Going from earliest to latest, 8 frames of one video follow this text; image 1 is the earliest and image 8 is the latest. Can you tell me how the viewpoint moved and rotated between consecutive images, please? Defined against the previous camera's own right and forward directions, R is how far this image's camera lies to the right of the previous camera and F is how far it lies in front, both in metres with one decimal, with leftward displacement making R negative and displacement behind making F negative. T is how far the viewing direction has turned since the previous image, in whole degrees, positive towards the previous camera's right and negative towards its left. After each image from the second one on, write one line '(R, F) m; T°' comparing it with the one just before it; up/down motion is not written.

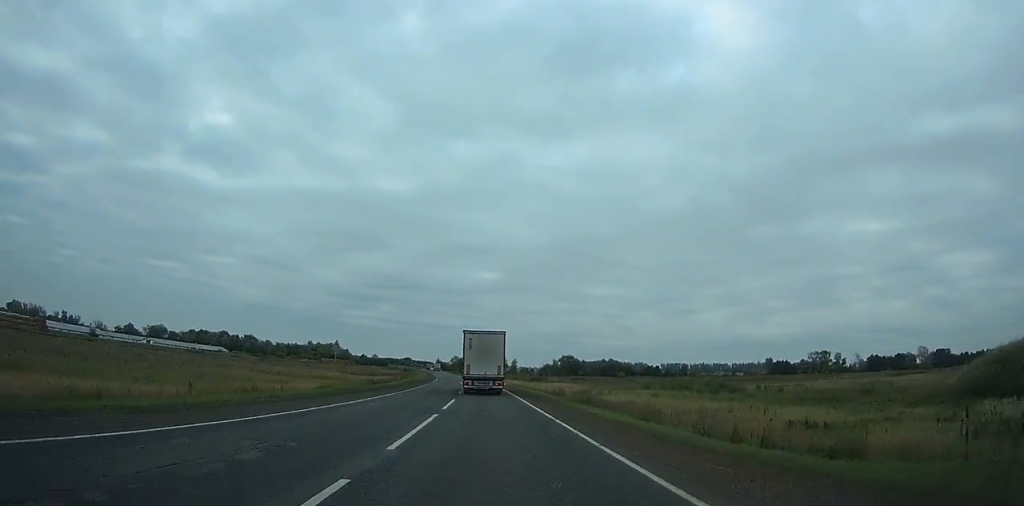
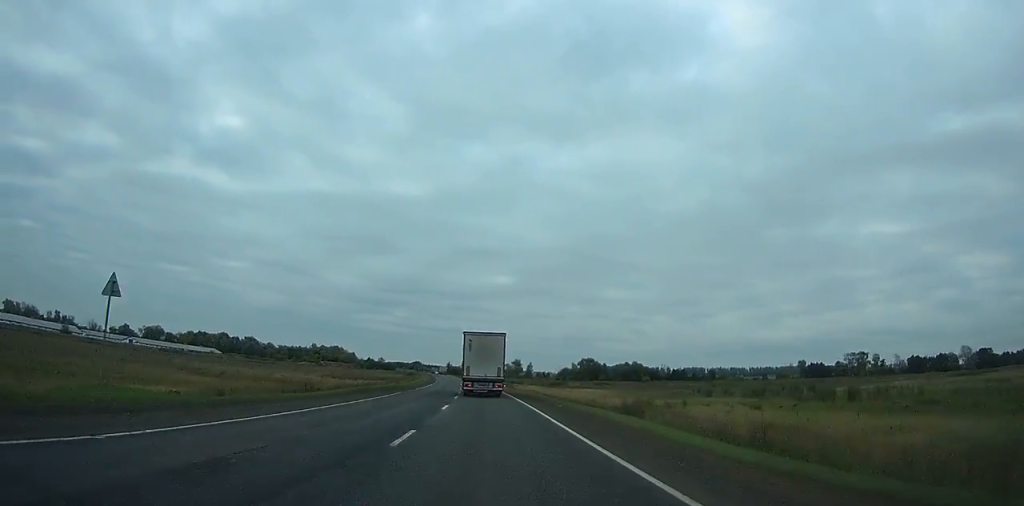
(+0.4, +30.6) m; -1°
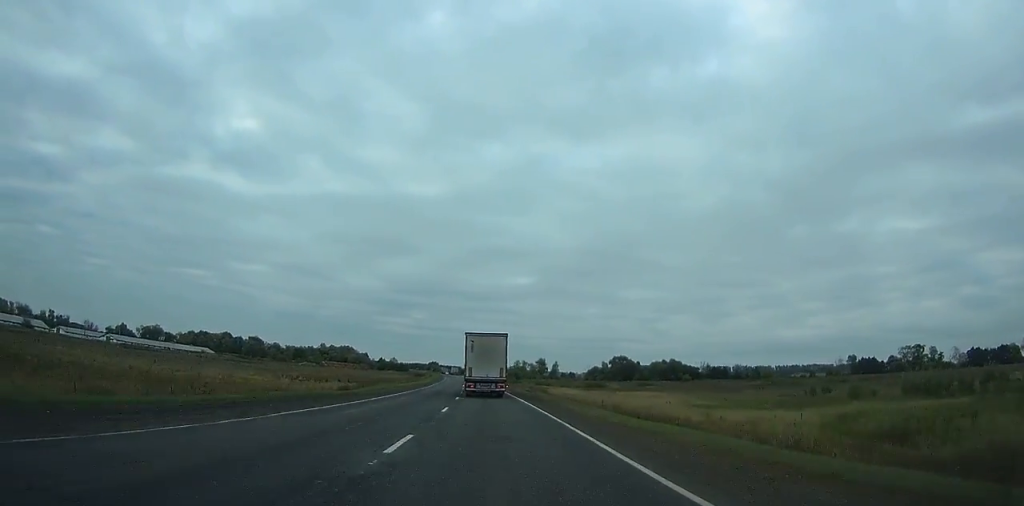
(-0.8, +36.9) m; -1°
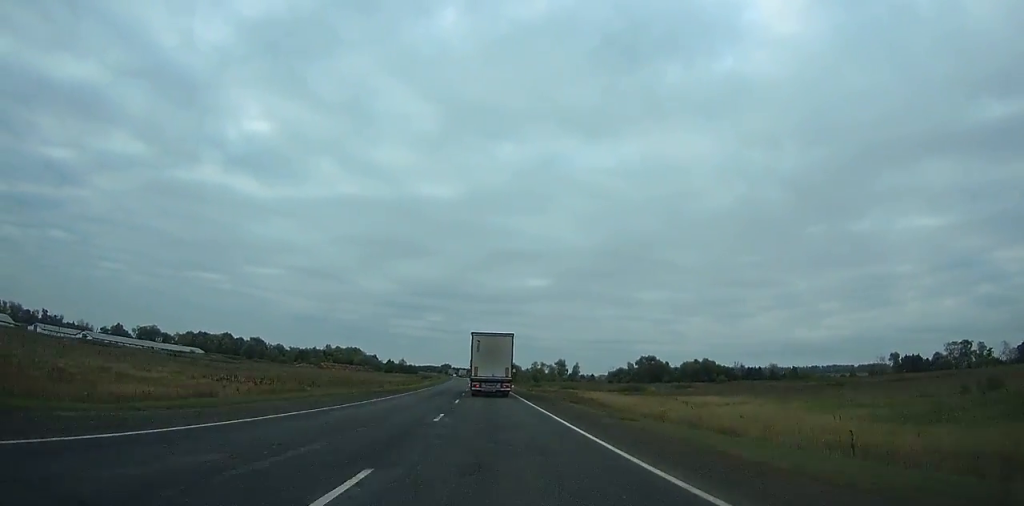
(-0.1, +28.3) m; -1°
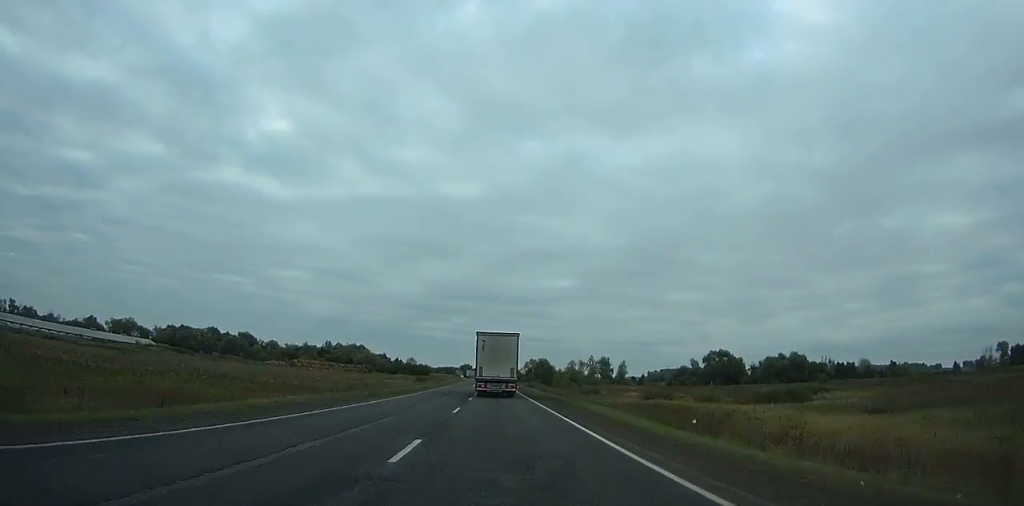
(-1.5, +68.9) m; -2°
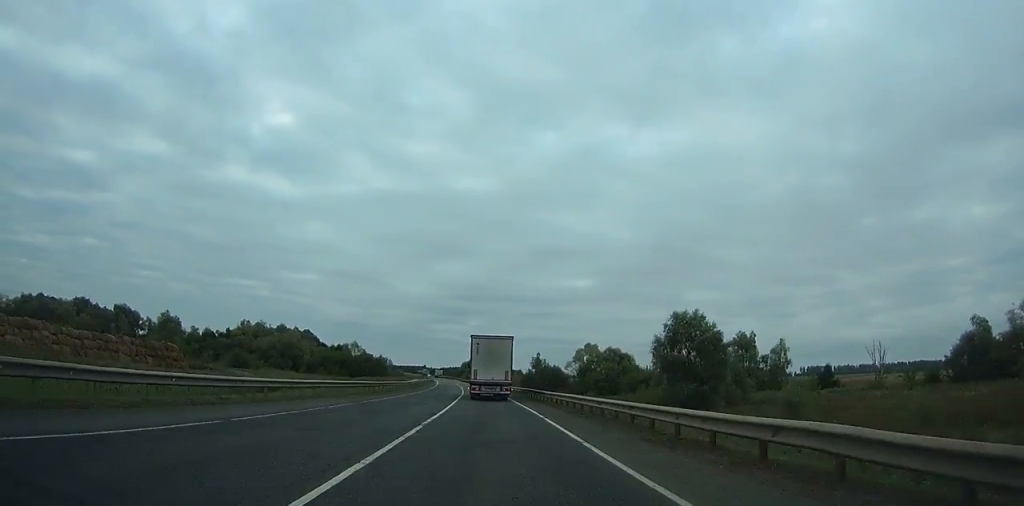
(-2.9, +160.7) m; -2°
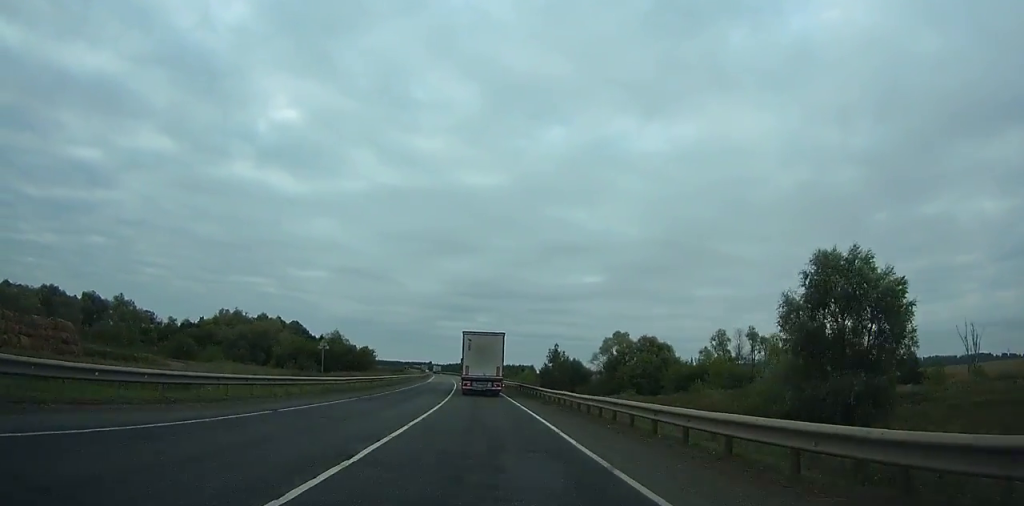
(+0.2, +29.3) m; -1°
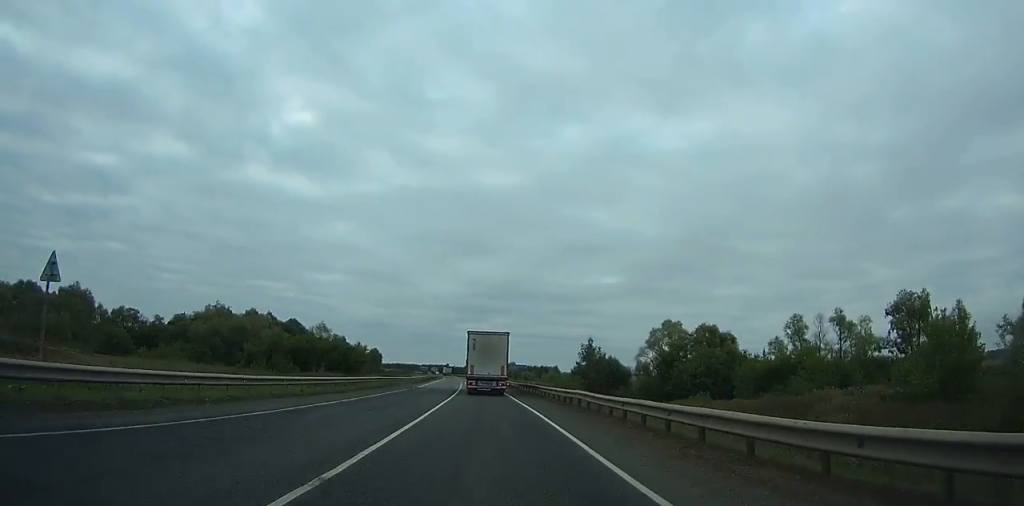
(-0.7, +27.0) m; -1°
